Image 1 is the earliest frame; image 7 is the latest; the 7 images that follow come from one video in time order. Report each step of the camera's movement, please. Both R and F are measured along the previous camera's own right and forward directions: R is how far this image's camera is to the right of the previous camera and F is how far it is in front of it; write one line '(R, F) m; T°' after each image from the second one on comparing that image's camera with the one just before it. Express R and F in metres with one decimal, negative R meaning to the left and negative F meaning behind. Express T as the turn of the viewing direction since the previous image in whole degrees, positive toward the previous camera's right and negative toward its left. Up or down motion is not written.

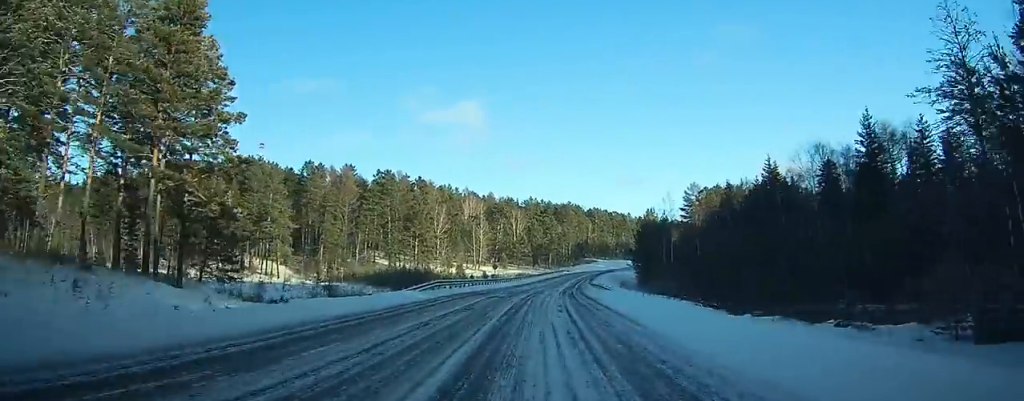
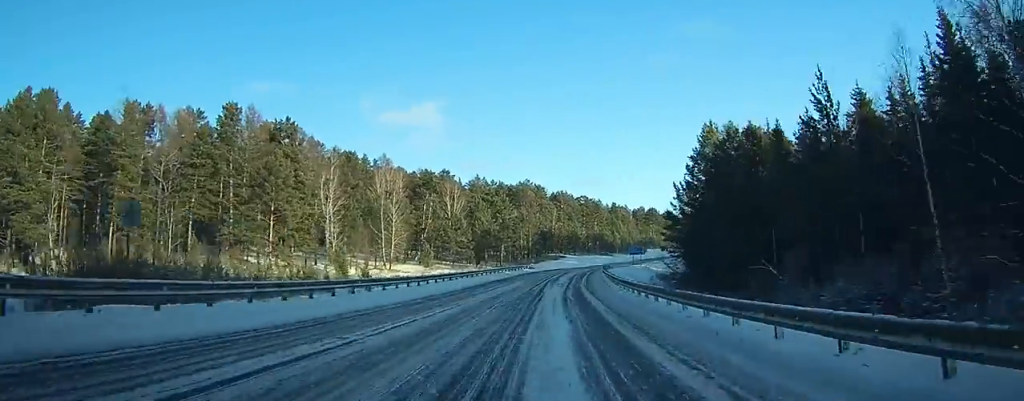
(+1.3, +67.6) m; +3°
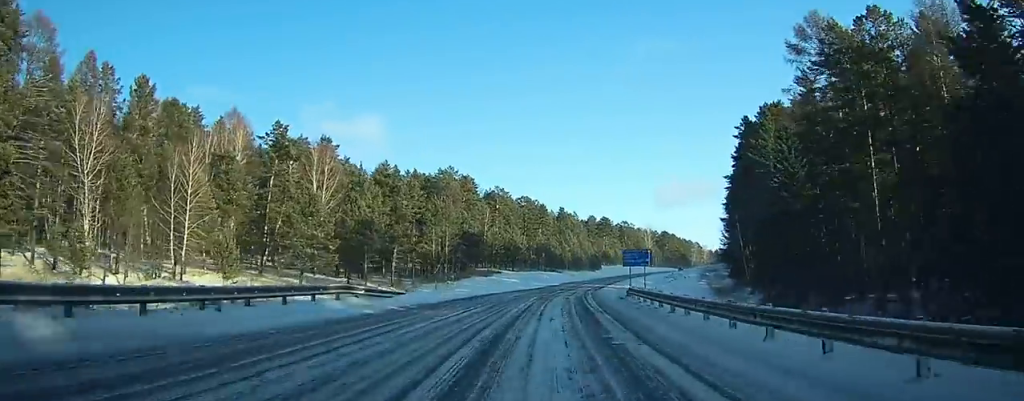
(+2.1, +56.6) m; +6°
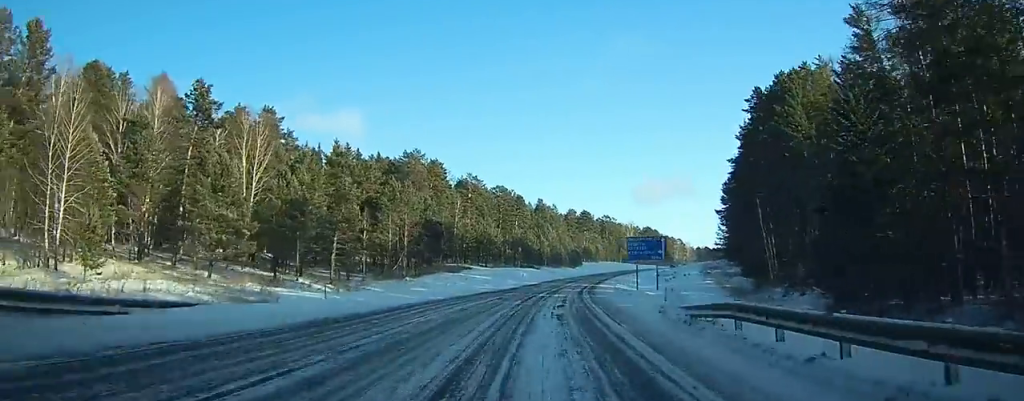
(+0.3, +16.8) m; +2°
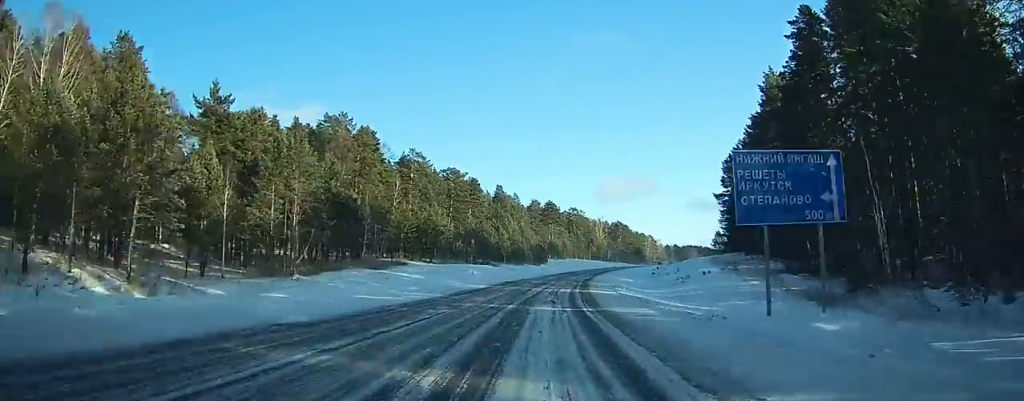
(+1.3, +30.8) m; +4°
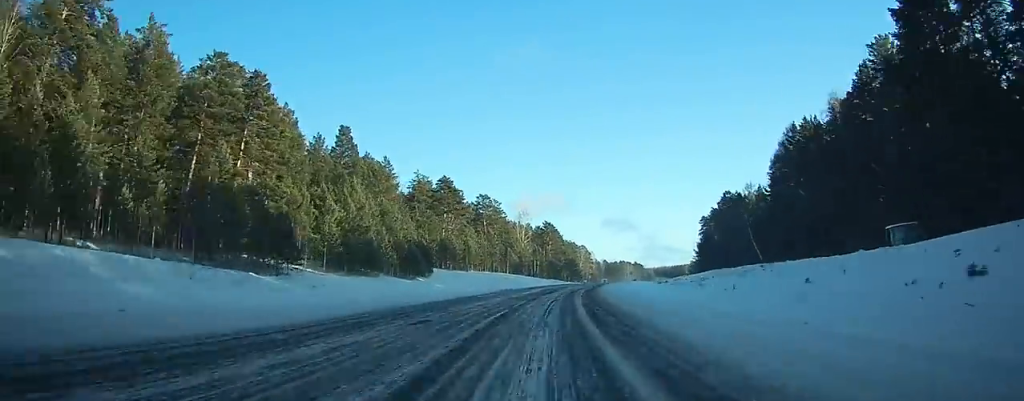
(+6.5, +89.3) m; +9°
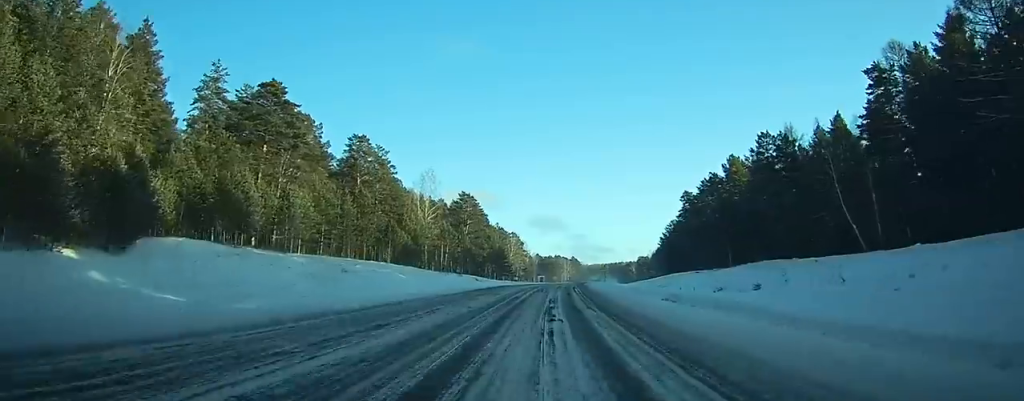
(+5.3, +68.0) m; +7°
